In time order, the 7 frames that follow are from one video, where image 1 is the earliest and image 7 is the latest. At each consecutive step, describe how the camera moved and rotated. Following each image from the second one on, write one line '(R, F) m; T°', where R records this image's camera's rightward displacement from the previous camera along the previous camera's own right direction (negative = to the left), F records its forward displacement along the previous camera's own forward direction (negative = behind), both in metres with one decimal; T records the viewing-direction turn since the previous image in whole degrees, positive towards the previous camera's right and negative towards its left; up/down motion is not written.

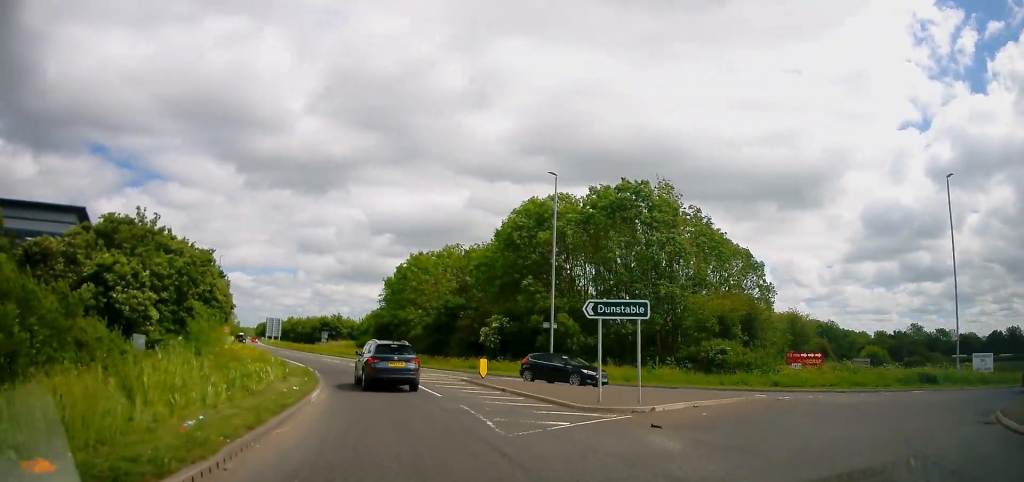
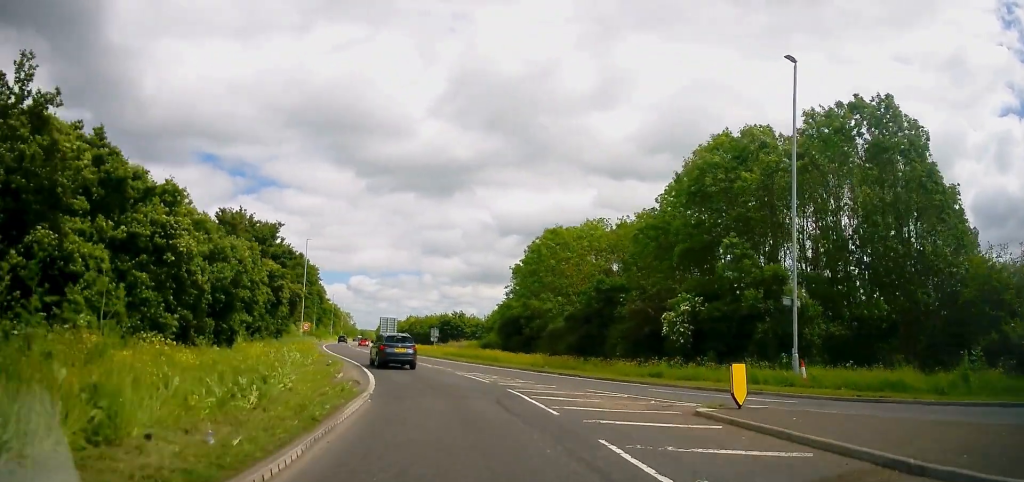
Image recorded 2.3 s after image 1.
(-1.1, +15.0) m; -10°
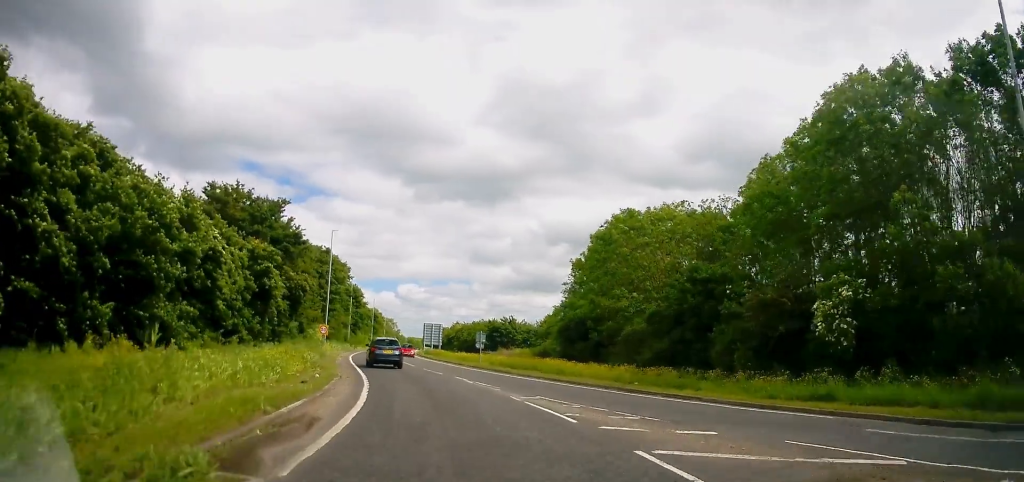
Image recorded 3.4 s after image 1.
(-0.8, +9.5) m; -6°
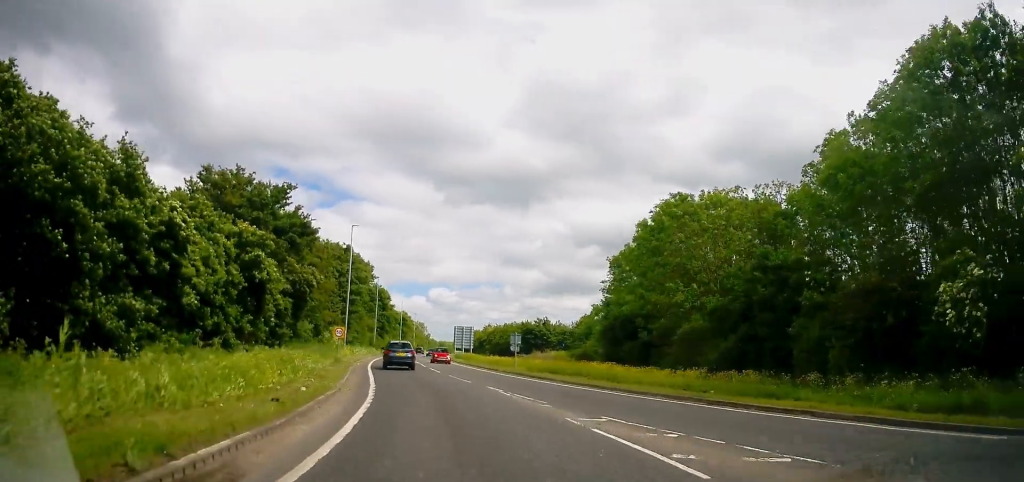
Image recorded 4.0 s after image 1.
(0.0, +4.8) m; -2°
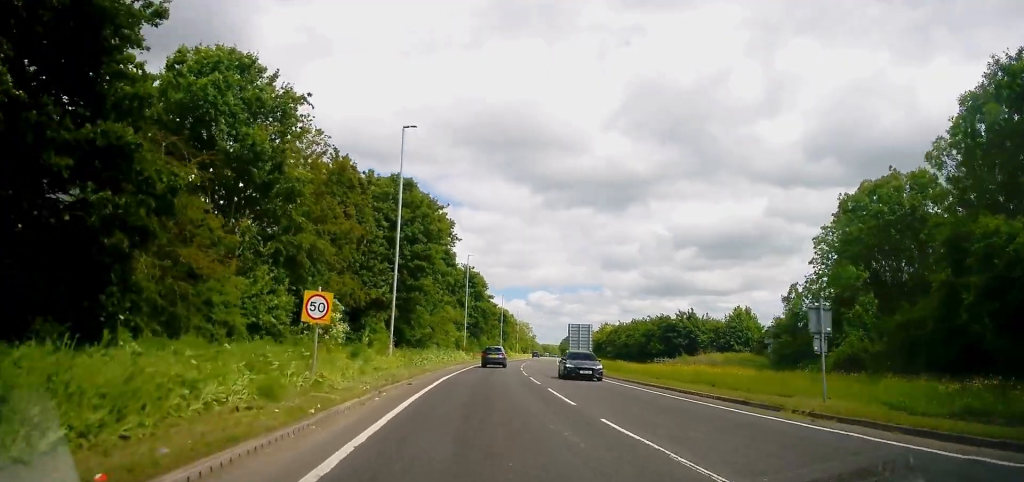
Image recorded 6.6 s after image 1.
(-3.4, +26.3) m; -9°
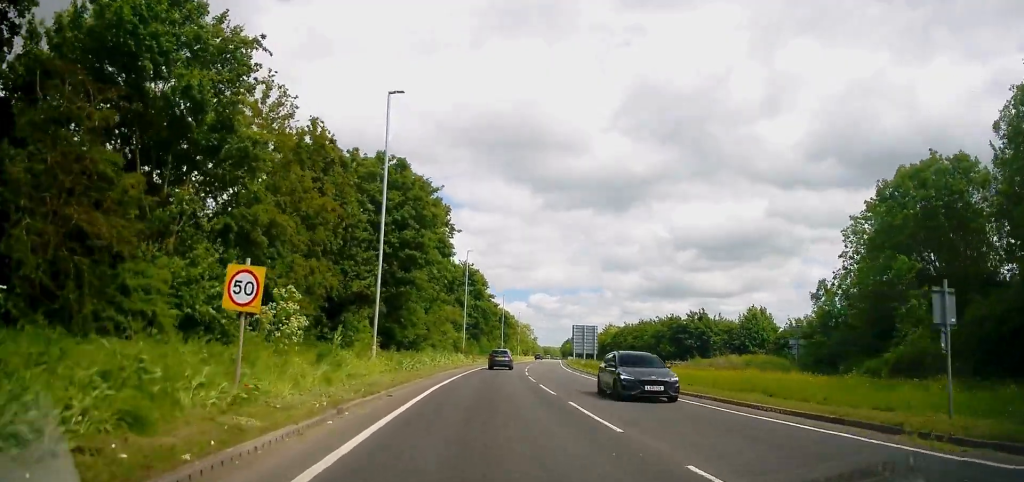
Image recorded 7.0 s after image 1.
(+0.2, +4.6) m; +1°
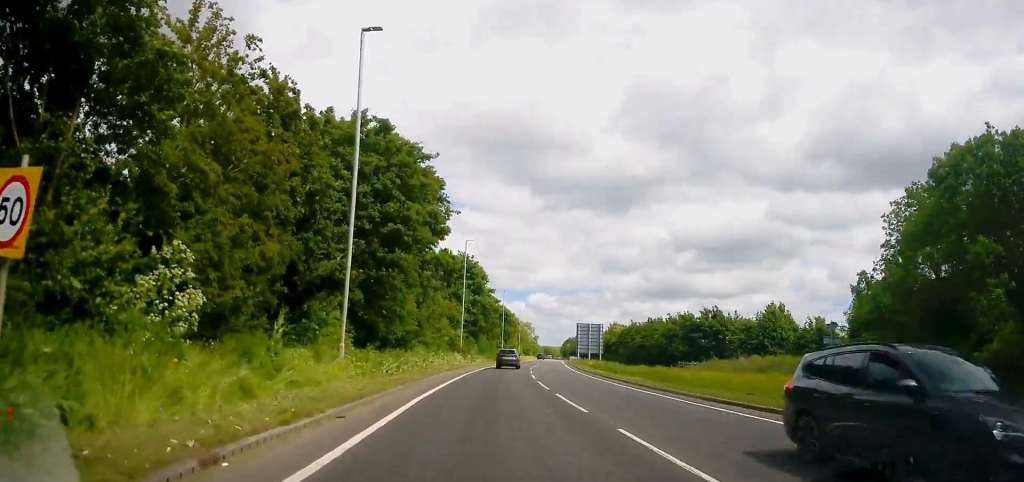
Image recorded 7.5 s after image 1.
(+0.1, +5.4) m; +1°
